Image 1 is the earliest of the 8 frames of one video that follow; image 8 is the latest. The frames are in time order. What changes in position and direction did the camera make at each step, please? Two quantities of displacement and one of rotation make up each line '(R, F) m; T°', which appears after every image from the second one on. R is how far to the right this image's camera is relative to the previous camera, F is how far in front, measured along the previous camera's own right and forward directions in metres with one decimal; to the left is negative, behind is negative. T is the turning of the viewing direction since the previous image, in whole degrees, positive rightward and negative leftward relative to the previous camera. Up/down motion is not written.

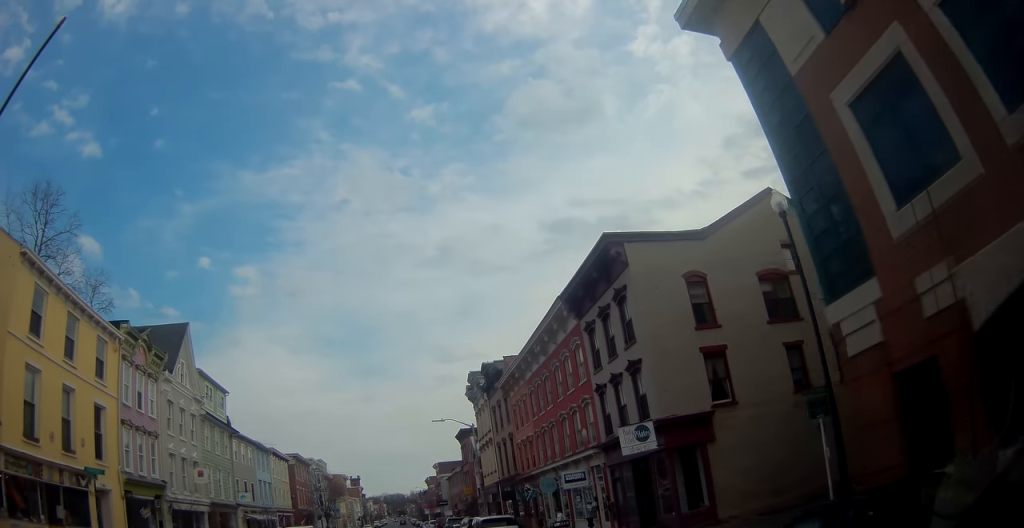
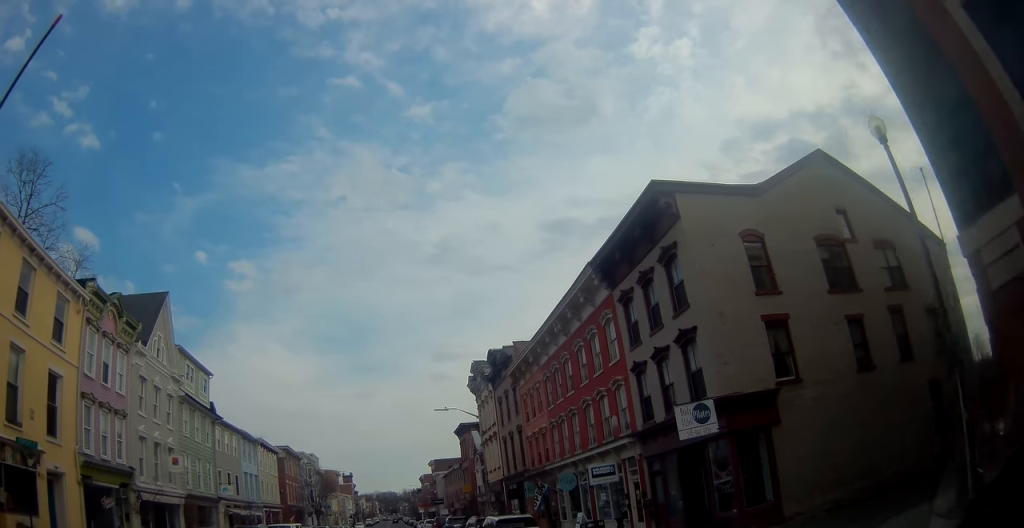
(+0.1, +4.0) m; +4°
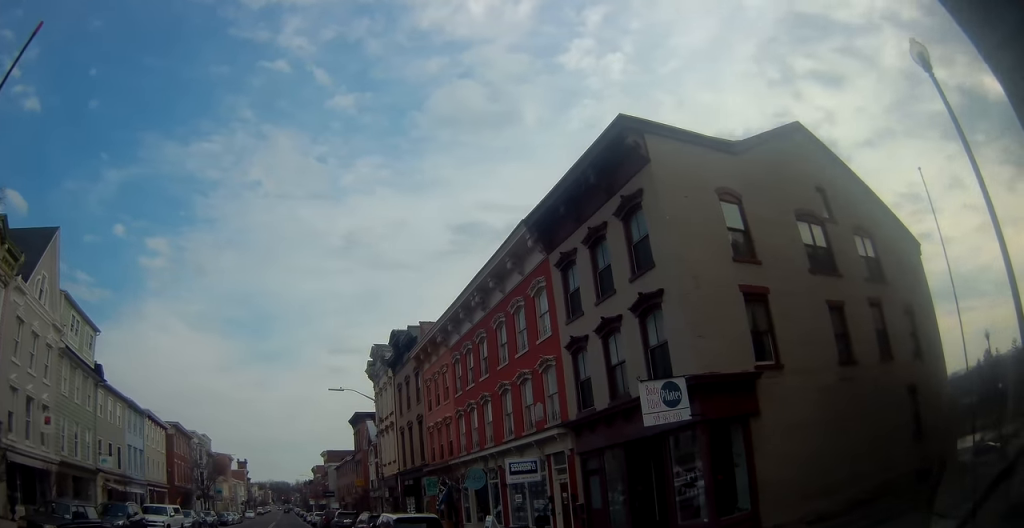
(+0.2, +4.1) m; +15°
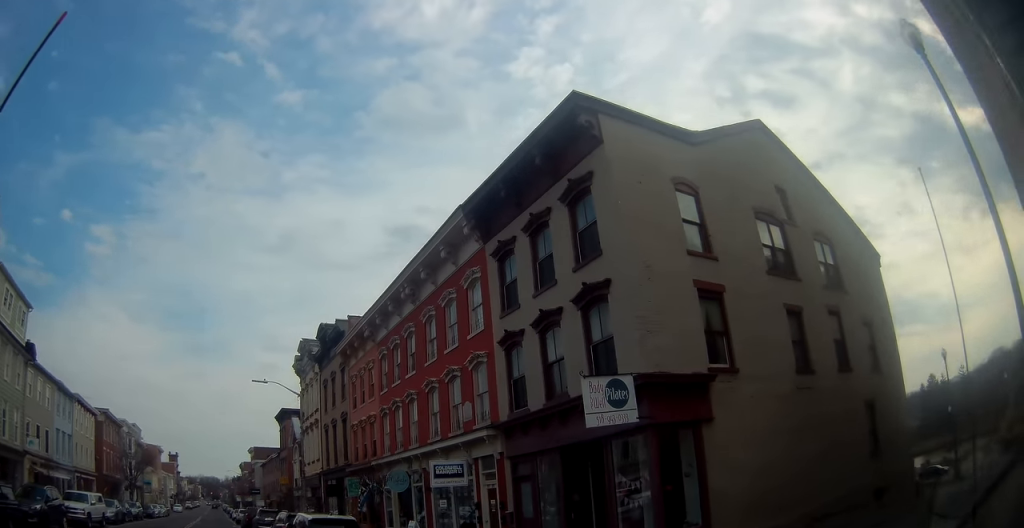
(-0.2, +1.4) m; +8°
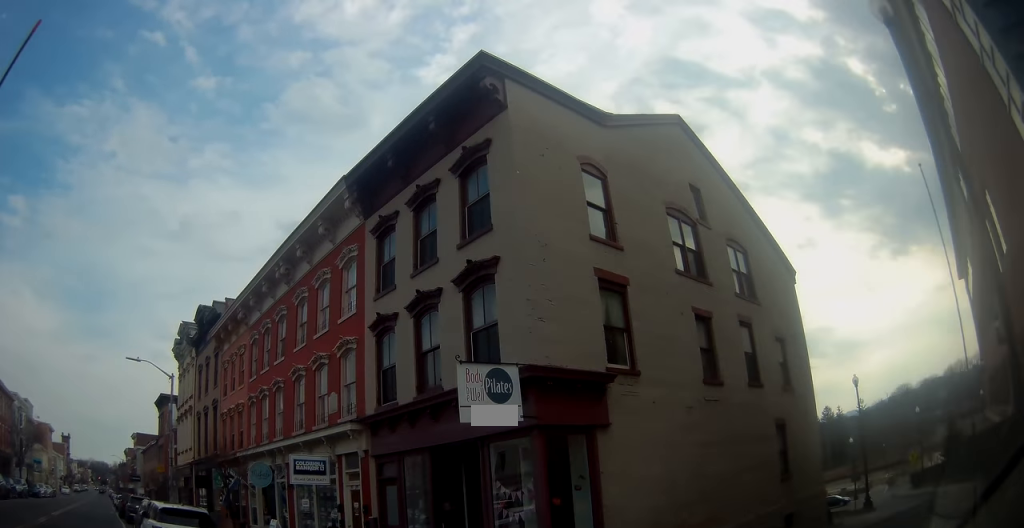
(+0.6, +1.6) m; +16°
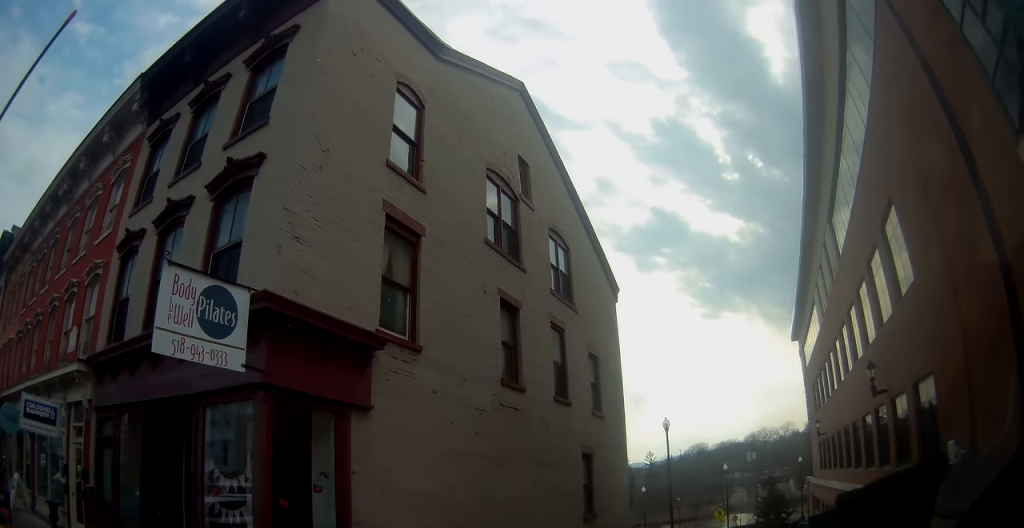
(+0.9, +3.1) m; +22°
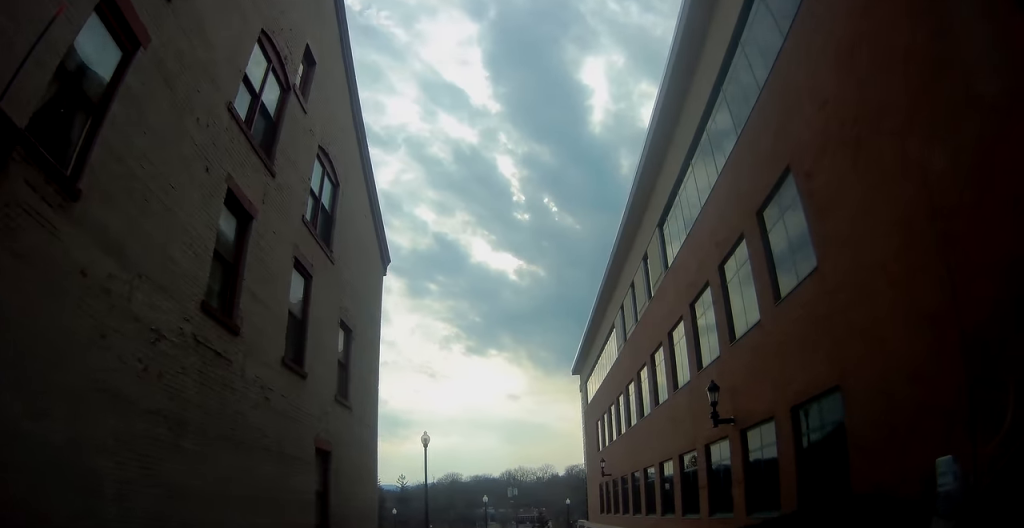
(+0.5, +4.1) m; +16°
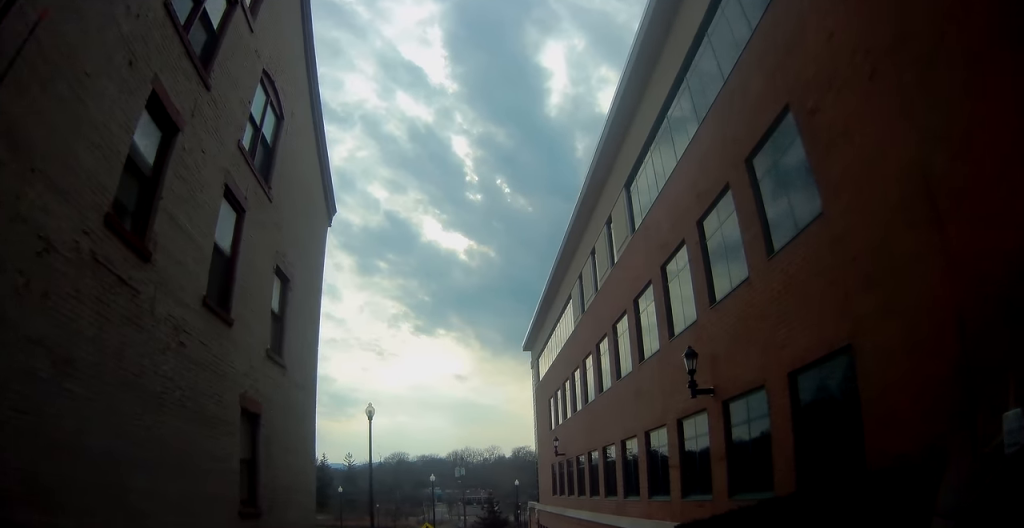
(+0.3, +1.6) m; +1°
